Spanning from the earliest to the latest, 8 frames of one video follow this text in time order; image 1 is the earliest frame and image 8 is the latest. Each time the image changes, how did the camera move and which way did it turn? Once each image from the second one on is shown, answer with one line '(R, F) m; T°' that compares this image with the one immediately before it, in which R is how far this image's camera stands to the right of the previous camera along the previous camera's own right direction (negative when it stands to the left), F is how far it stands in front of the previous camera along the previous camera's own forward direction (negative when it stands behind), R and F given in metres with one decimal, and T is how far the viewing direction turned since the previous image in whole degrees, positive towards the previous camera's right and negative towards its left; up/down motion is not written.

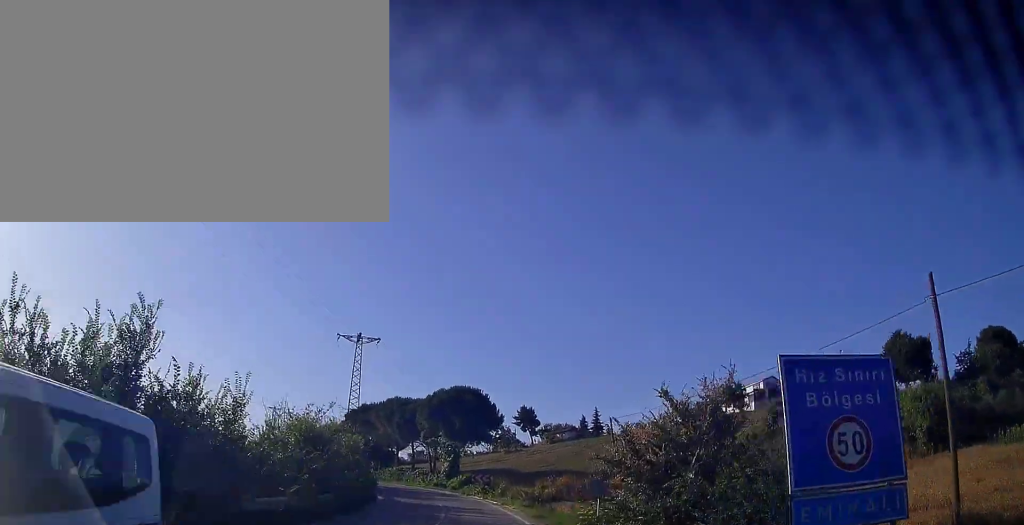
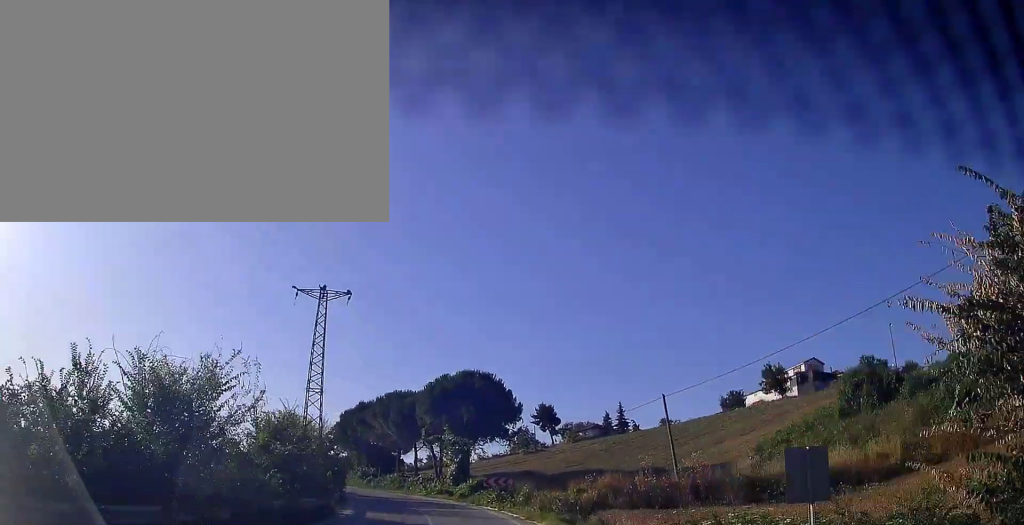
(+0.1, +12.1) m; -1°
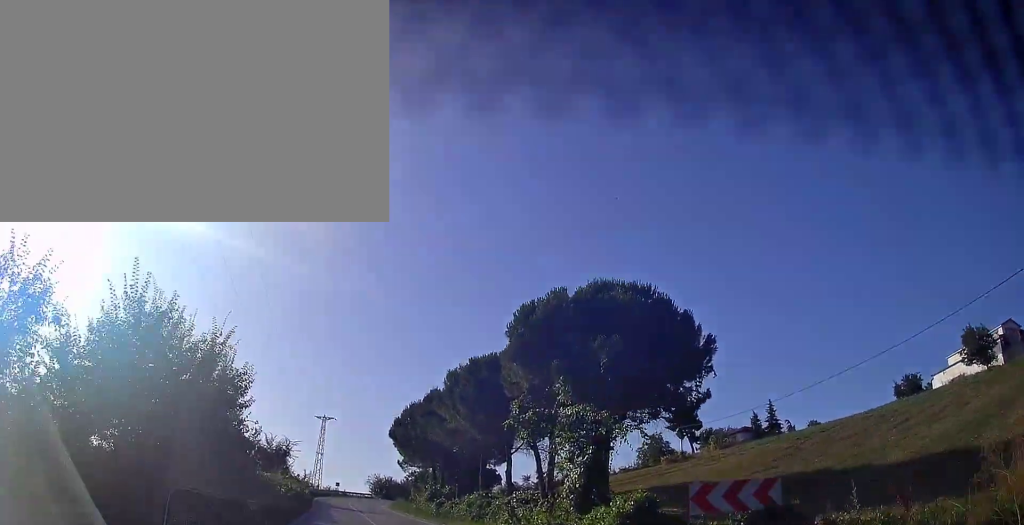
(-1.4, +28.7) m; -9°
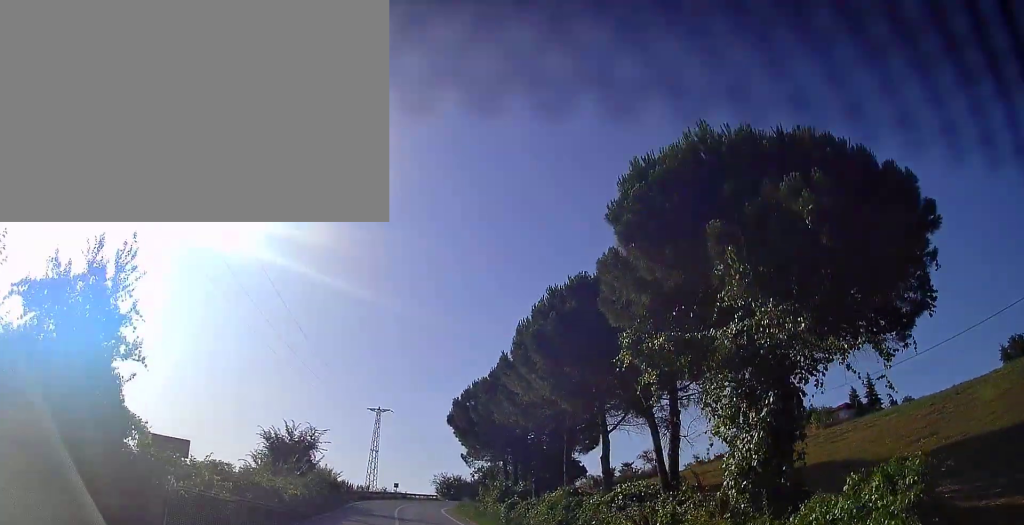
(-0.9, +11.2) m; -6°
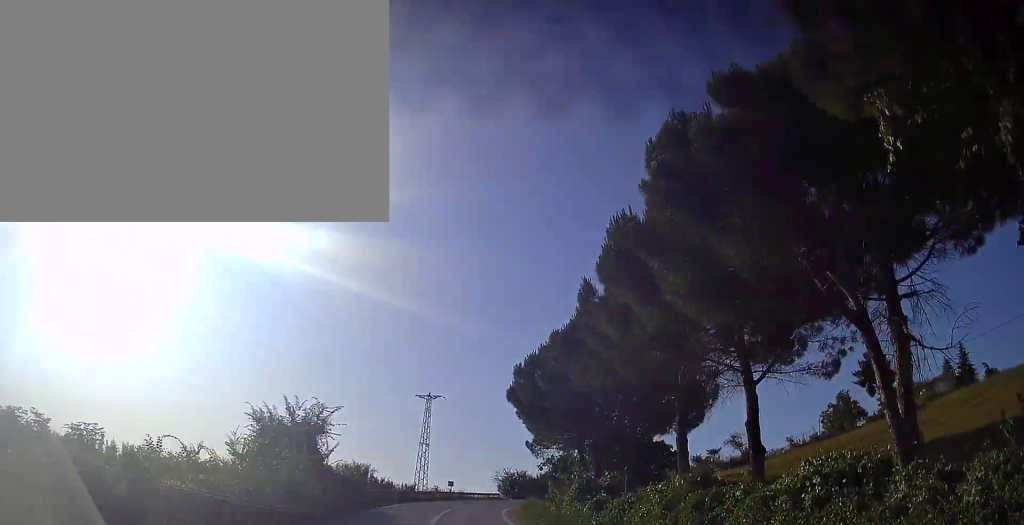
(-0.5, +10.2) m; -5°
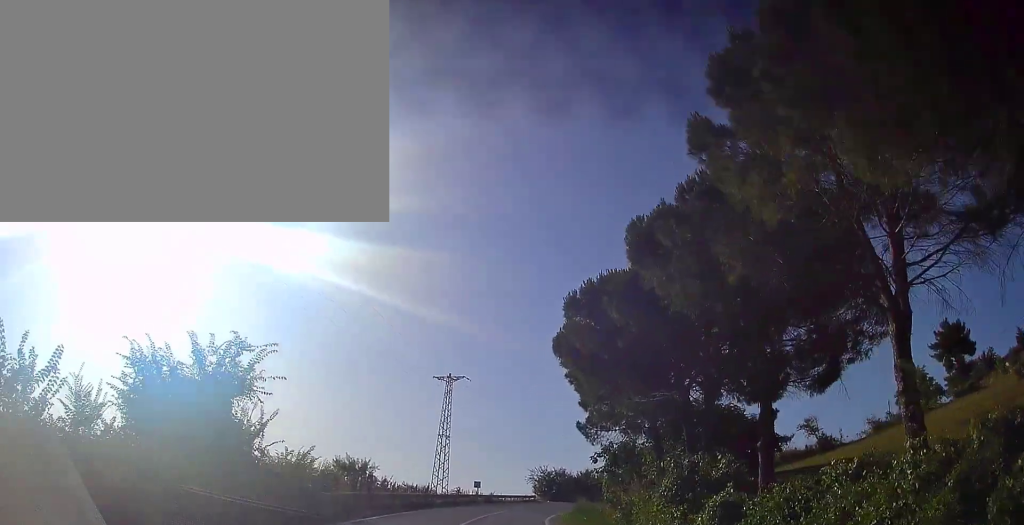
(-0.5, +12.1) m; -4°
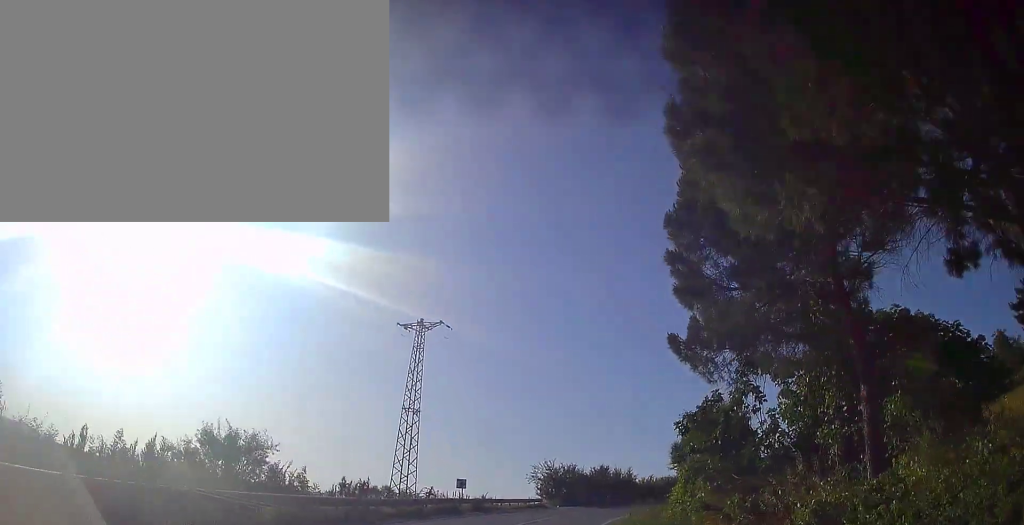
(-0.7, +18.4) m; -2°
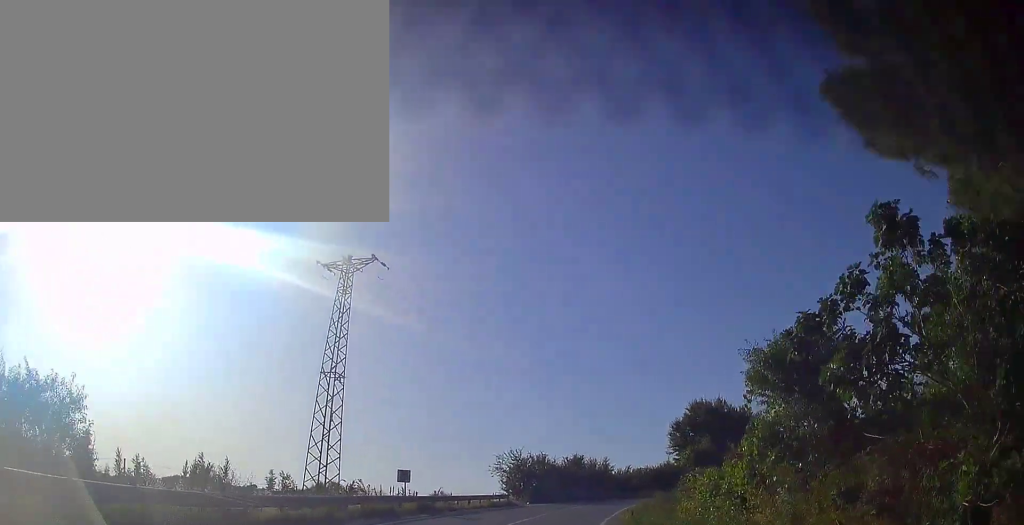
(0.0, +9.6) m; +1°
